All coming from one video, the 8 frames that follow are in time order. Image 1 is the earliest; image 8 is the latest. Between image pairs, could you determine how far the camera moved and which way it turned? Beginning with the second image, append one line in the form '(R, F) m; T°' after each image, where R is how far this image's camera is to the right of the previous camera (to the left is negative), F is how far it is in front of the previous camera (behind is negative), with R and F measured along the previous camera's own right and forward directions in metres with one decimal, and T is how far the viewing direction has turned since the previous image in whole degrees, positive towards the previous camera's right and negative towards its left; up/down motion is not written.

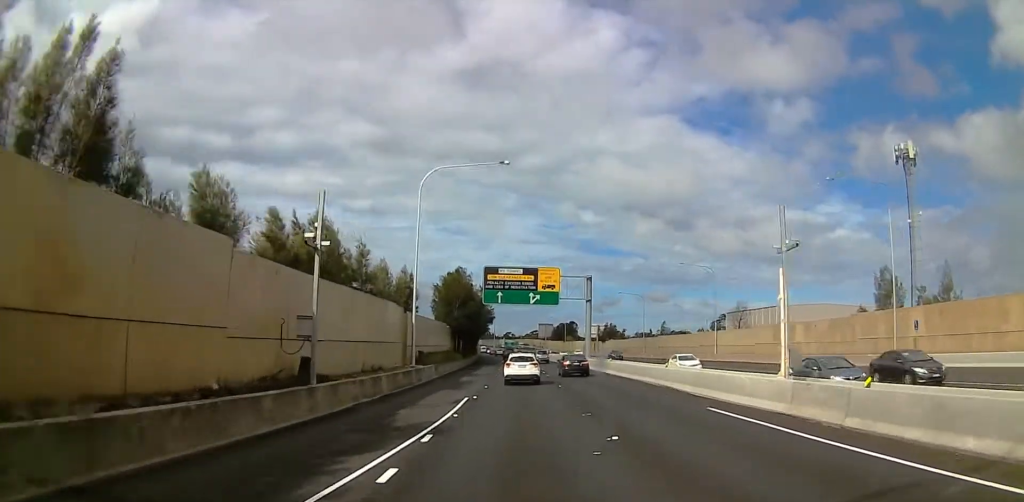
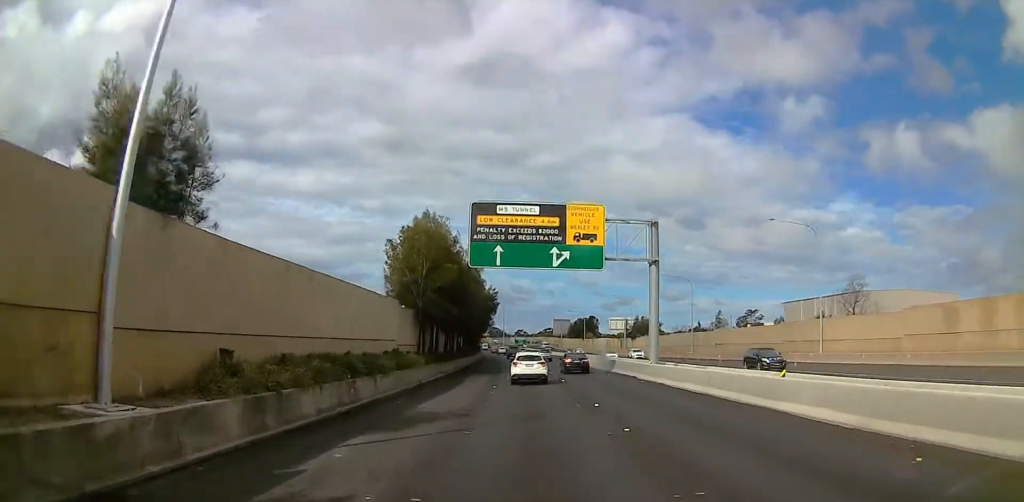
(+0.4, +30.3) m; +1°
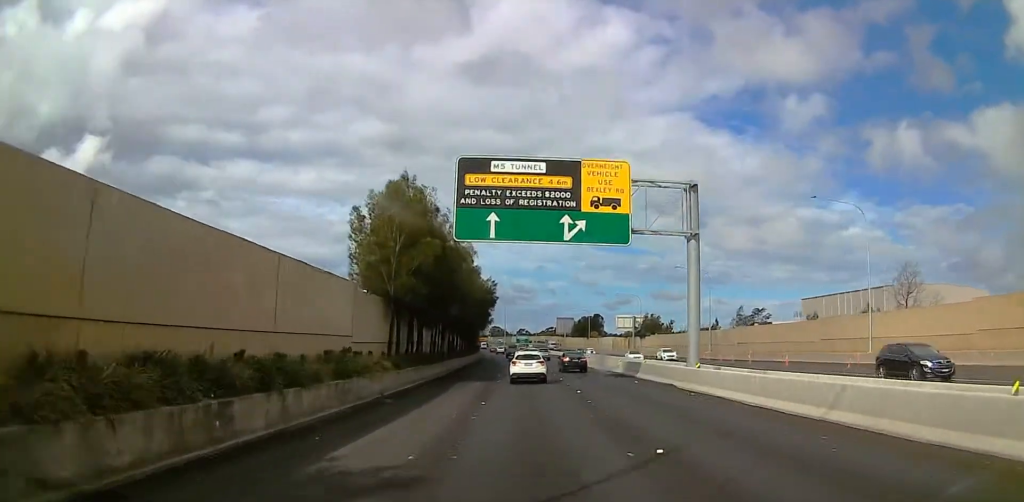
(0.0, +9.4) m; 0°
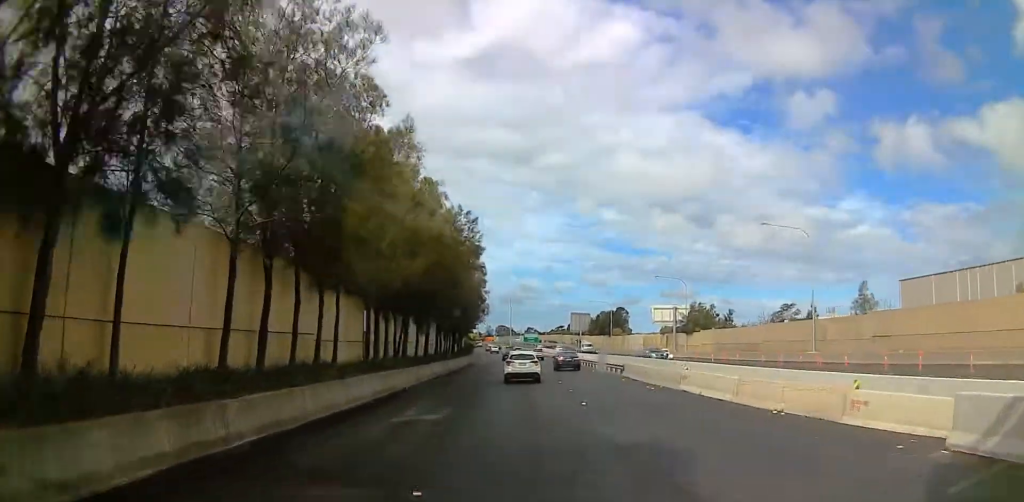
(-0.7, +37.2) m; -2°
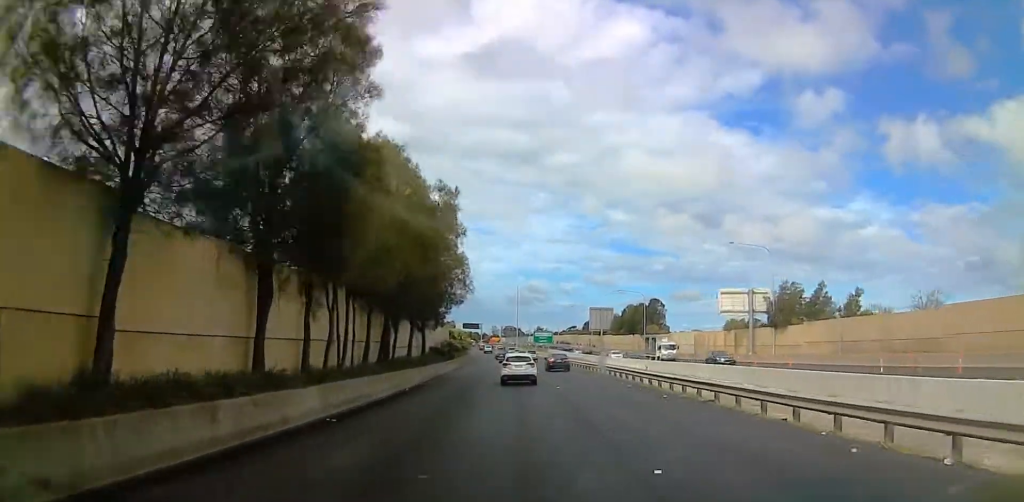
(-0.5, +37.9) m; -1°
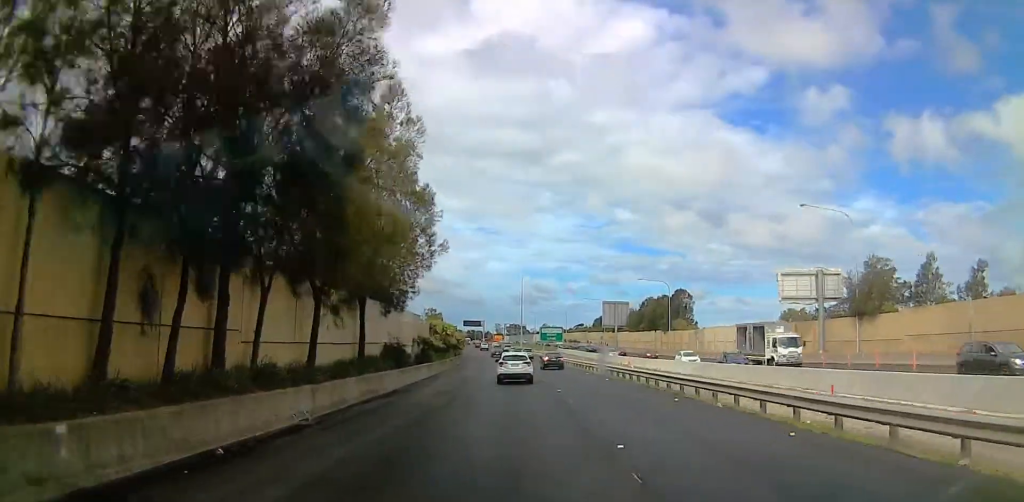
(0.0, +17.6) m; -1°
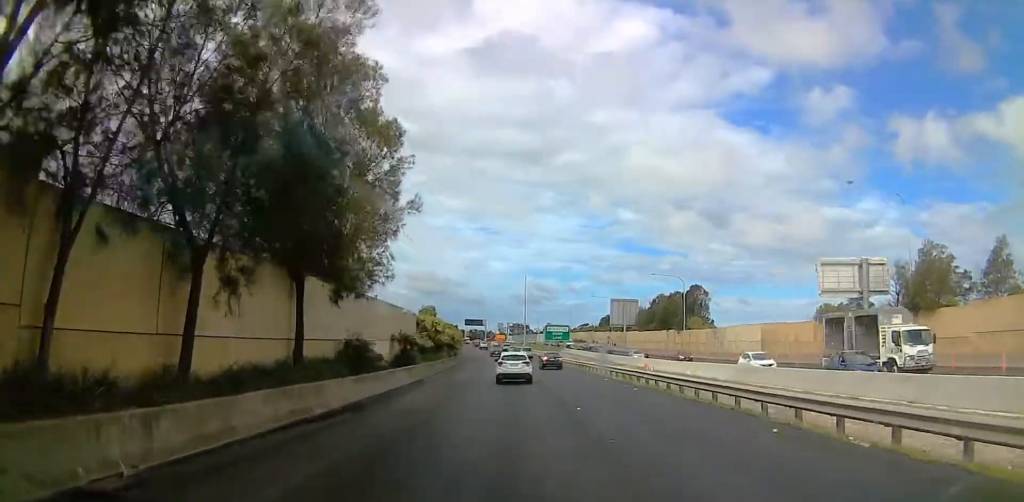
(-0.1, +7.2) m; -1°
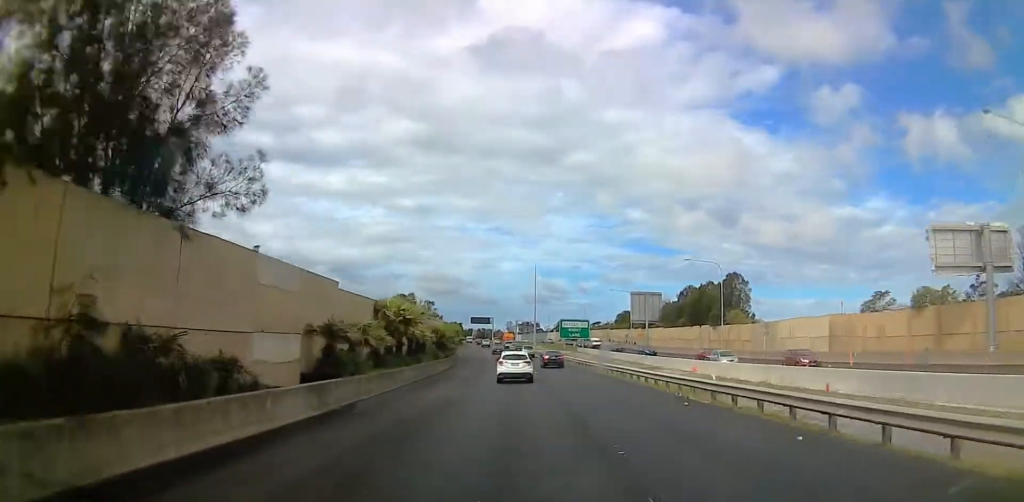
(-0.3, +13.4) m; -1°
